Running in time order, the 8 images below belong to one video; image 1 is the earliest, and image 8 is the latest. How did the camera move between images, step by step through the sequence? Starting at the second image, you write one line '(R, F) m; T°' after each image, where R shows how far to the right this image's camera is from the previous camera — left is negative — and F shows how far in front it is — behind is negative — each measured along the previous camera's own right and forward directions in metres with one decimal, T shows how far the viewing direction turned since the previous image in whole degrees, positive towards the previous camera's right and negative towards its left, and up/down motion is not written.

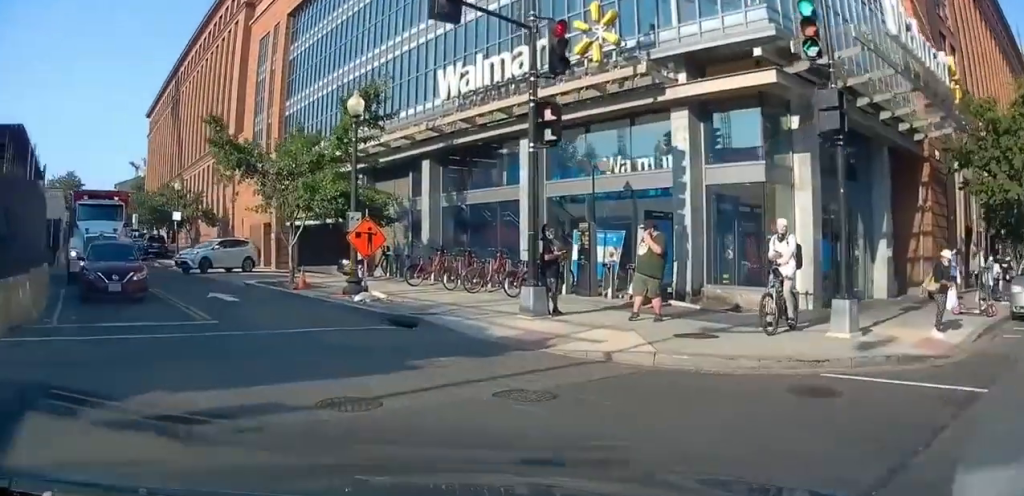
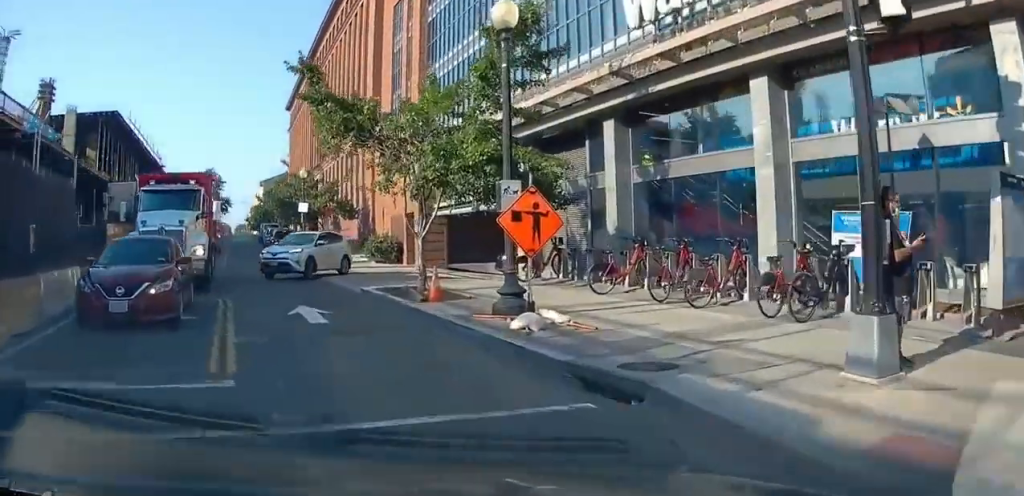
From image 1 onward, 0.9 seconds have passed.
(-1.1, +5.6) m; -16°
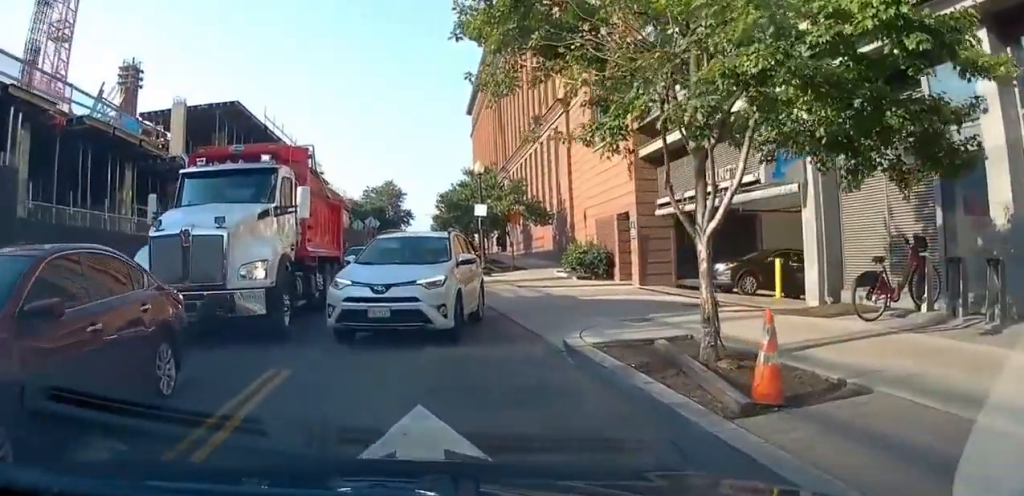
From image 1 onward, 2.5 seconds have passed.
(-0.7, +9.6) m; -7°
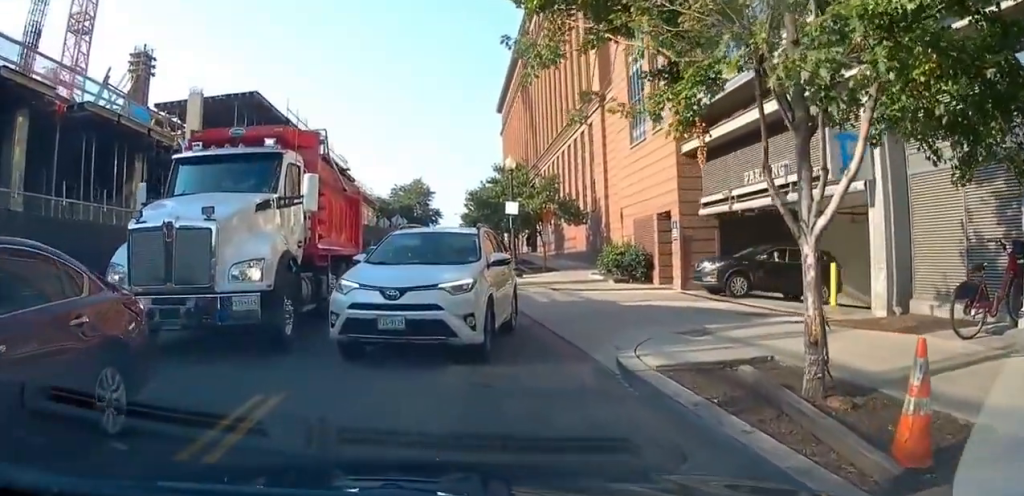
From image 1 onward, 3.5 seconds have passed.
(-0.3, +3.3) m; -11°
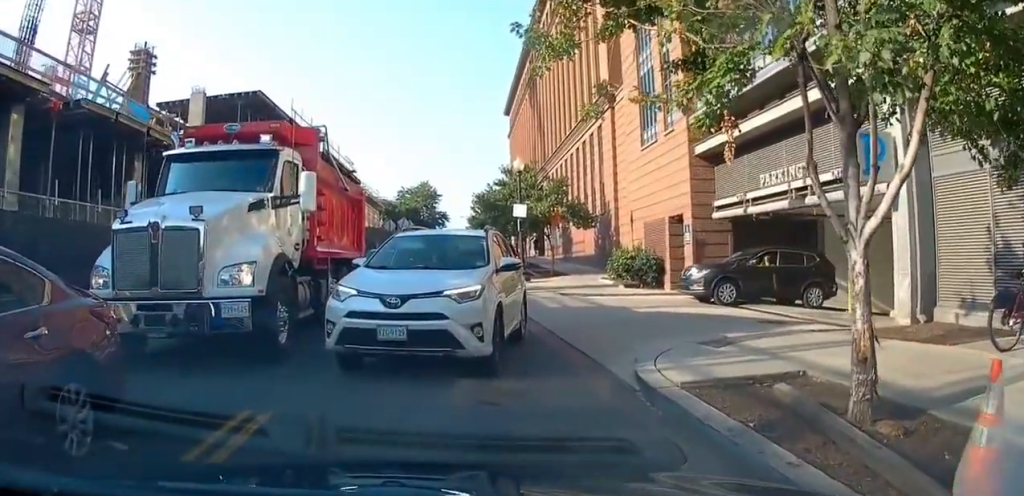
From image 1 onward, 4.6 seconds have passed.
(-0.2, +1.6) m; -2°
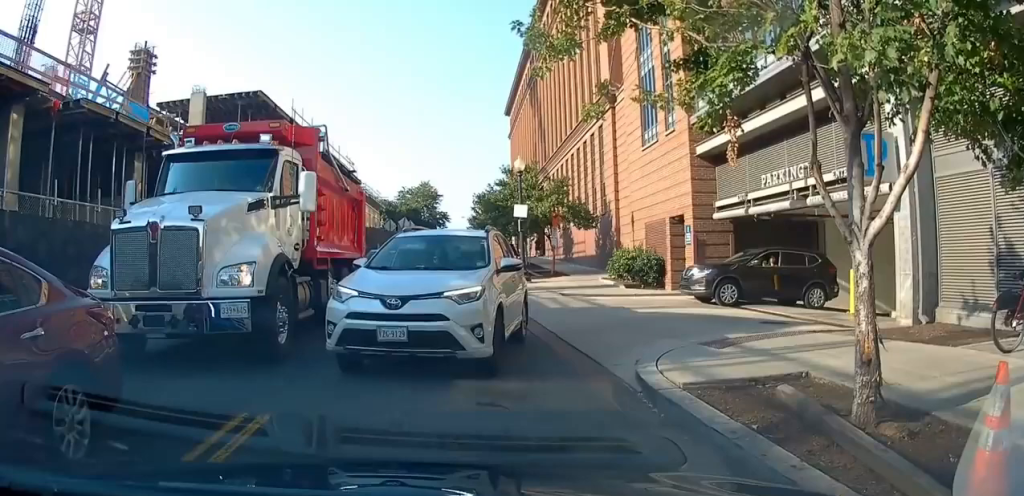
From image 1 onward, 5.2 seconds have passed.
(+0.3, +0.1) m; 0°
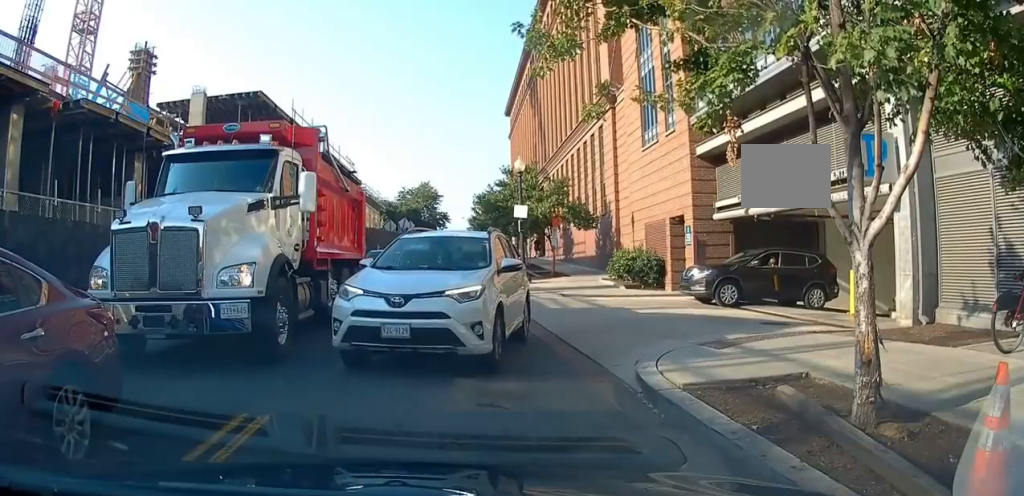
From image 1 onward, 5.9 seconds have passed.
(+0.3, +0.1) m; 0°
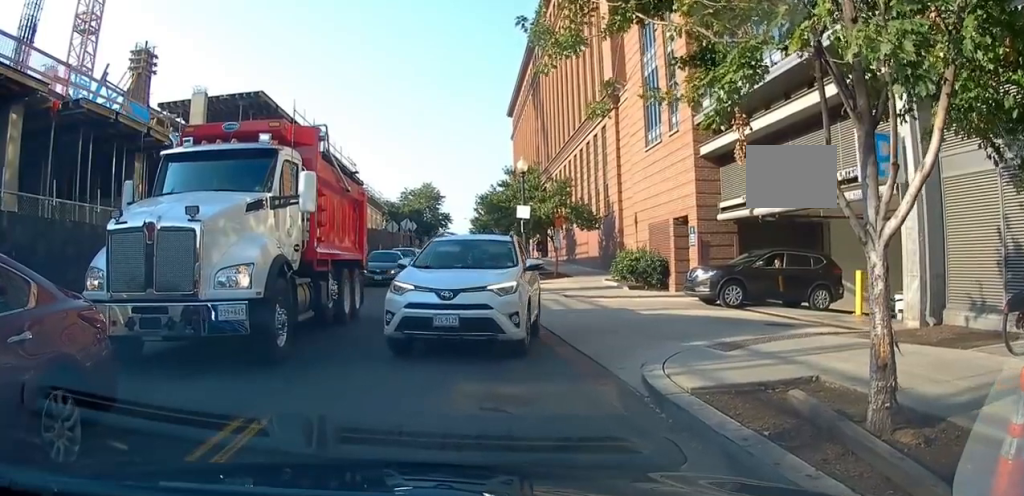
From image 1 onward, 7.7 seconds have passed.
(+0.3, +0.2) m; 0°
